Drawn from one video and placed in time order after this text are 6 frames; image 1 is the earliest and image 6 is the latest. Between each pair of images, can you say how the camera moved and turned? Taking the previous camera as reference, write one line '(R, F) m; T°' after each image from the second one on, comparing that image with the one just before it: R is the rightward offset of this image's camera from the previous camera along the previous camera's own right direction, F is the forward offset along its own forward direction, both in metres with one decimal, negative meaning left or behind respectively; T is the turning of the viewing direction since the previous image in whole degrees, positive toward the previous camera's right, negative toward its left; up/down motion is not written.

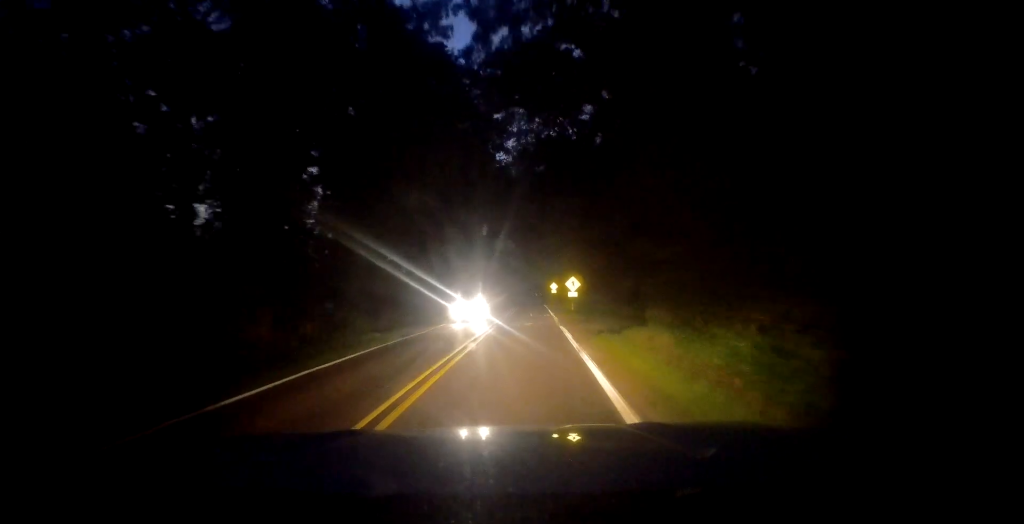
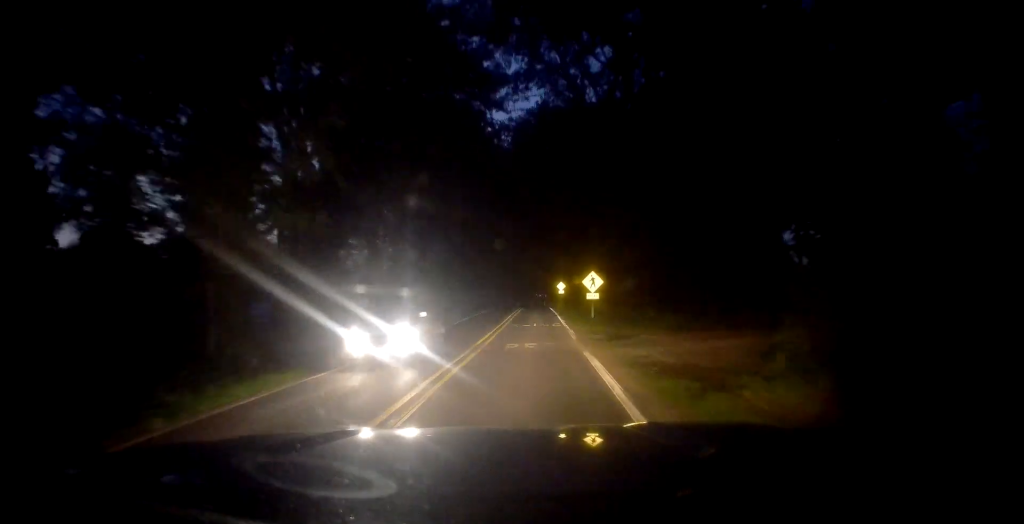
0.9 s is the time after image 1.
(0.0, +10.8) m; -1°
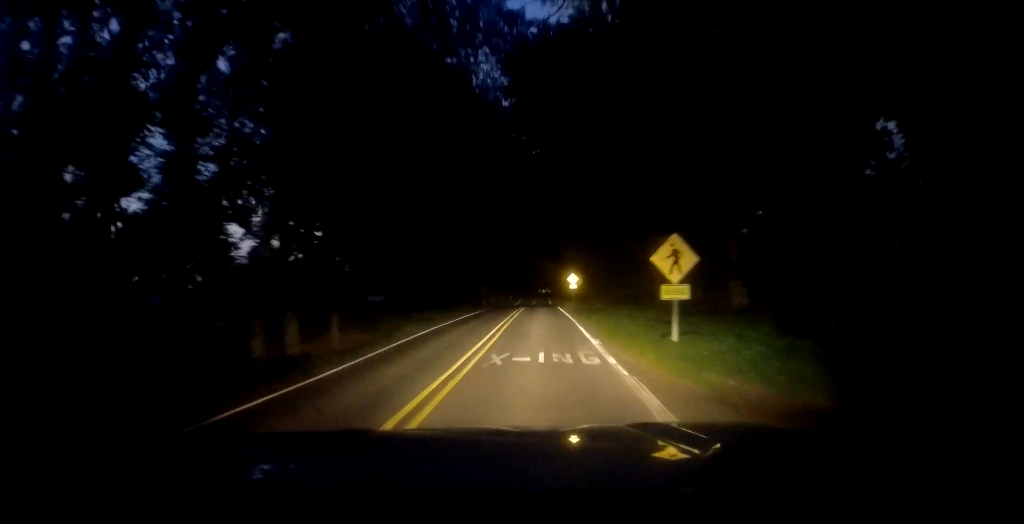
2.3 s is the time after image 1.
(-0.5, +15.8) m; -2°
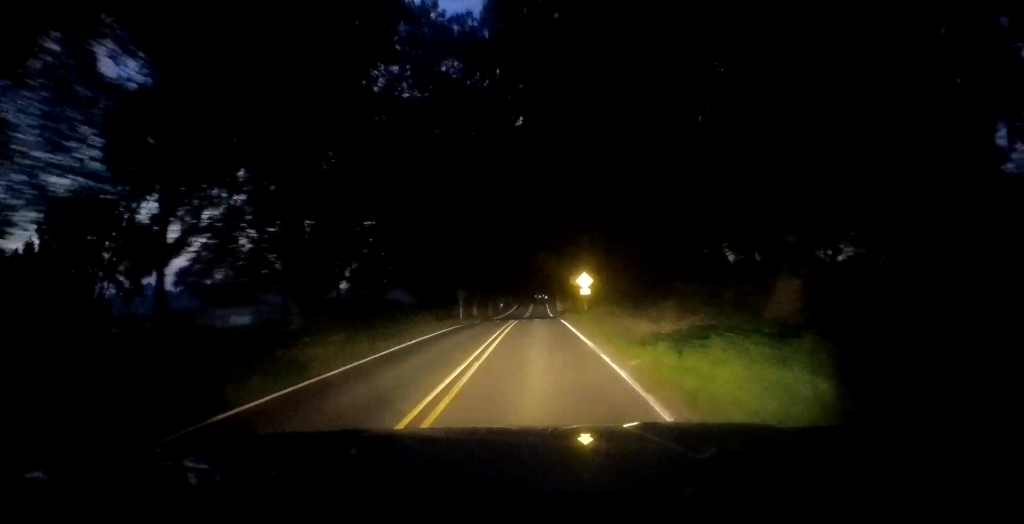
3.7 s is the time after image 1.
(+0.3, +16.2) m; 0°
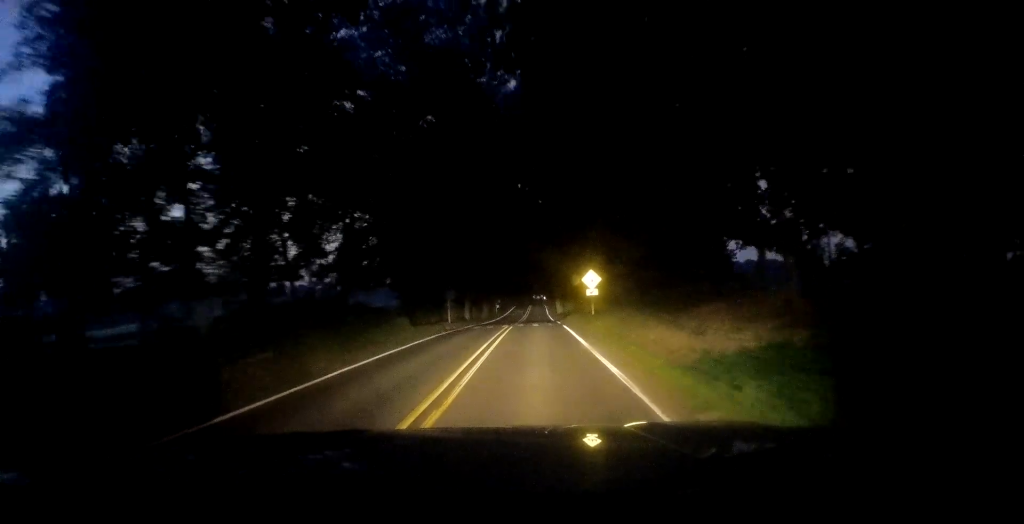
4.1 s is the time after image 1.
(-0.3, +5.5) m; 0°
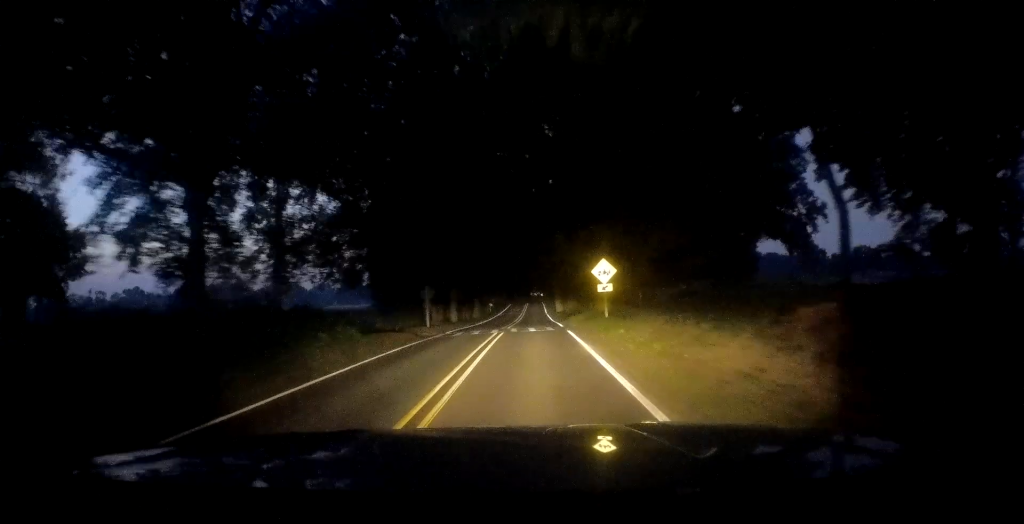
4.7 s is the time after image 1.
(-0.2, +7.0) m; 0°
